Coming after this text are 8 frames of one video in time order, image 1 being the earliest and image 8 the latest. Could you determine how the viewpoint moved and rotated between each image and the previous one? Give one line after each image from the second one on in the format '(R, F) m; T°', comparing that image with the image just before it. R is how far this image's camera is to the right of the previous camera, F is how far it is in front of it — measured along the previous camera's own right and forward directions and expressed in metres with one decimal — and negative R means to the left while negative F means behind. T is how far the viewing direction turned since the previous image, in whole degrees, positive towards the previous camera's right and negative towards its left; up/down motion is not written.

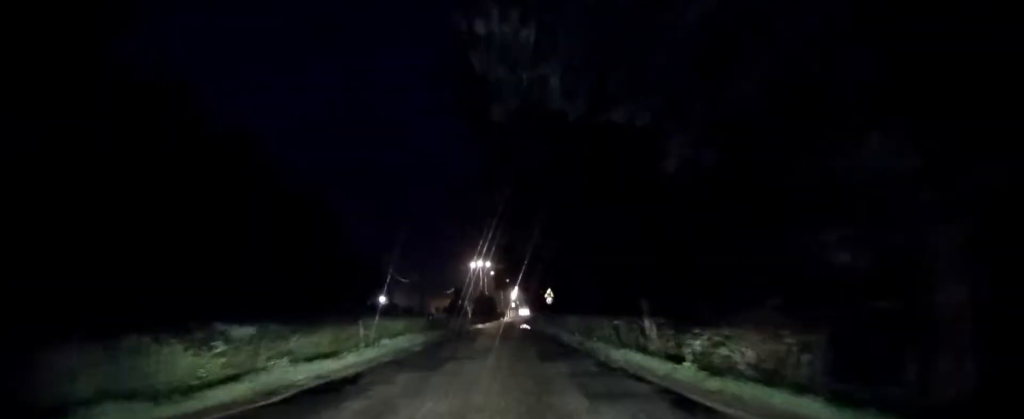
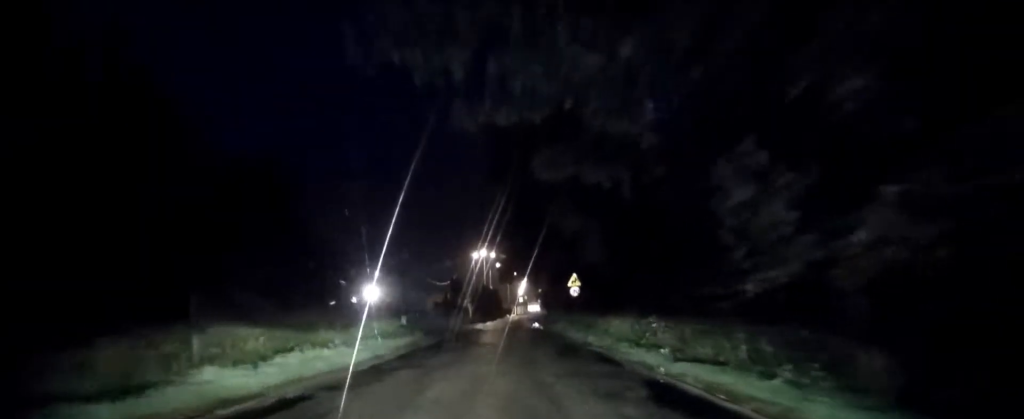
(-0.4, +16.9) m; -1°
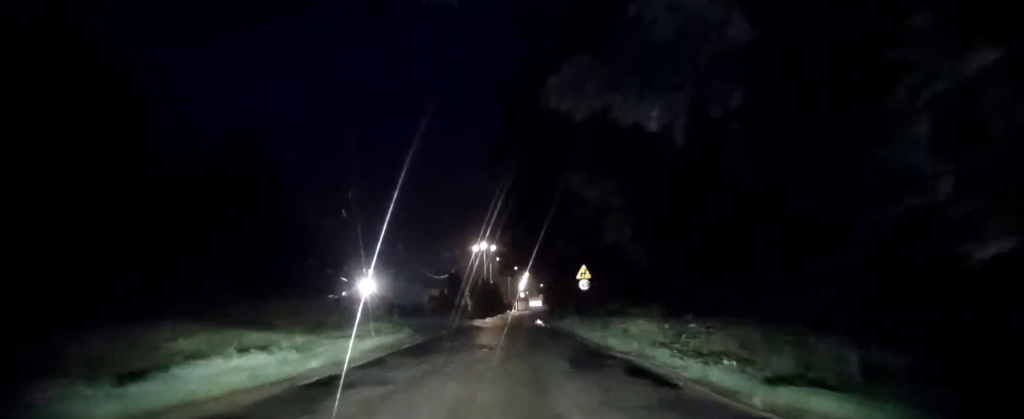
(+0.1, +4.6) m; 0°
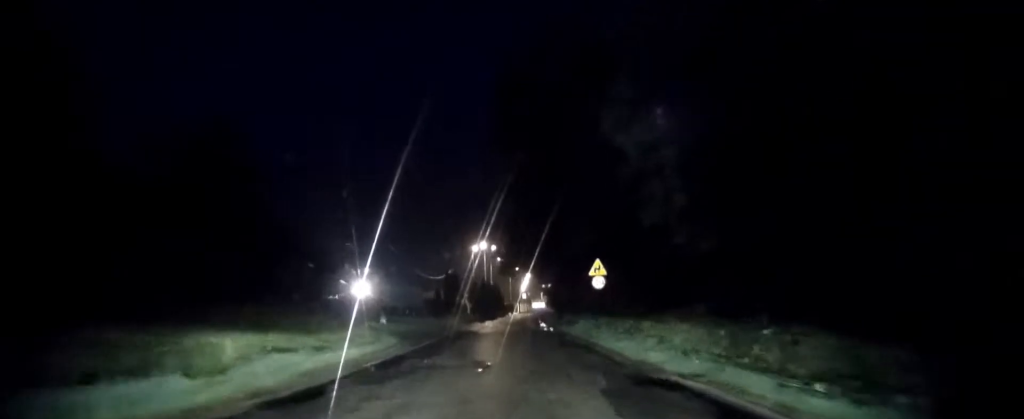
(0.0, +5.2) m; 0°
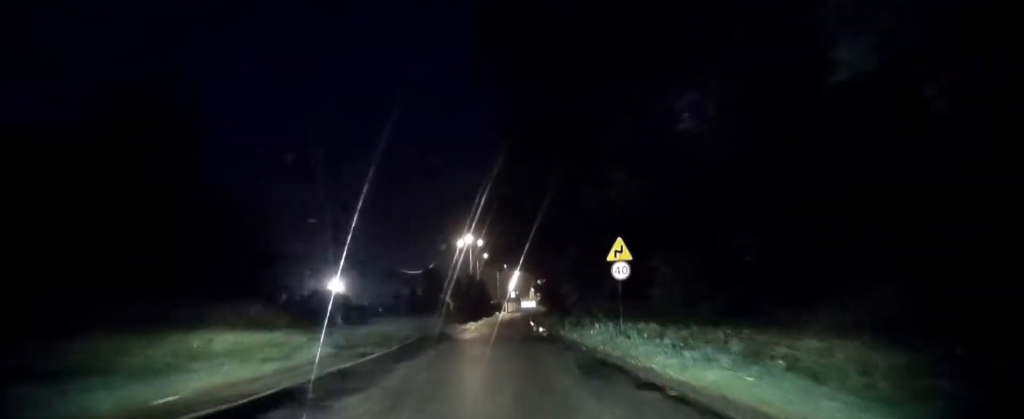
(-0.1, +9.0) m; -1°
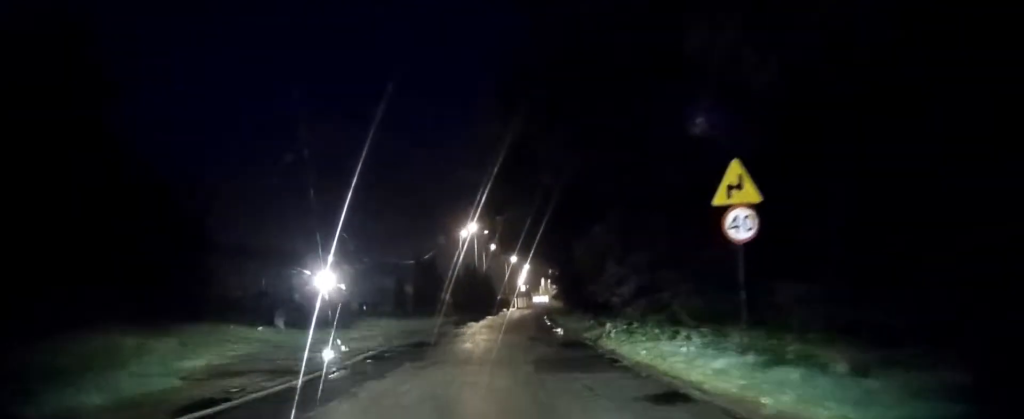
(+0.1, +11.4) m; +1°
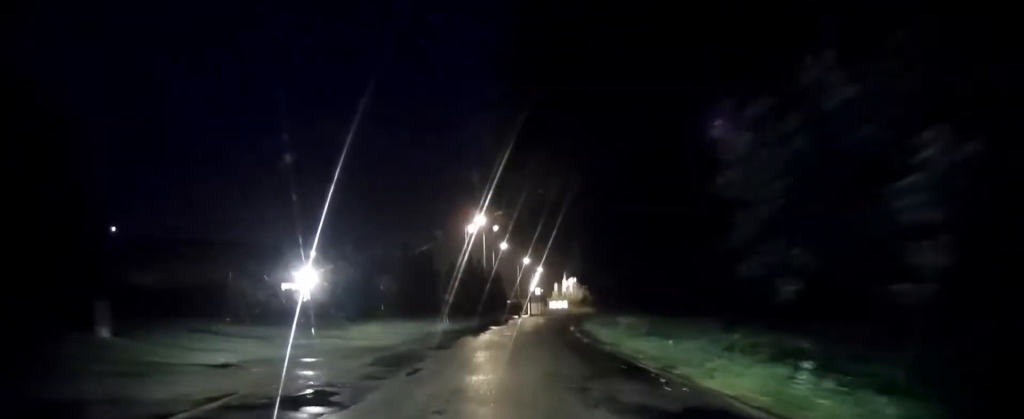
(0.0, +13.6) m; 0°
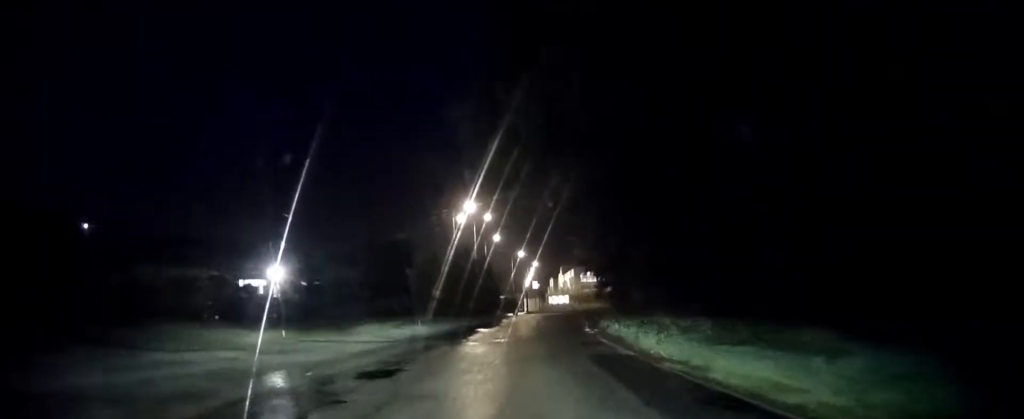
(0.0, +8.9) m; +1°
